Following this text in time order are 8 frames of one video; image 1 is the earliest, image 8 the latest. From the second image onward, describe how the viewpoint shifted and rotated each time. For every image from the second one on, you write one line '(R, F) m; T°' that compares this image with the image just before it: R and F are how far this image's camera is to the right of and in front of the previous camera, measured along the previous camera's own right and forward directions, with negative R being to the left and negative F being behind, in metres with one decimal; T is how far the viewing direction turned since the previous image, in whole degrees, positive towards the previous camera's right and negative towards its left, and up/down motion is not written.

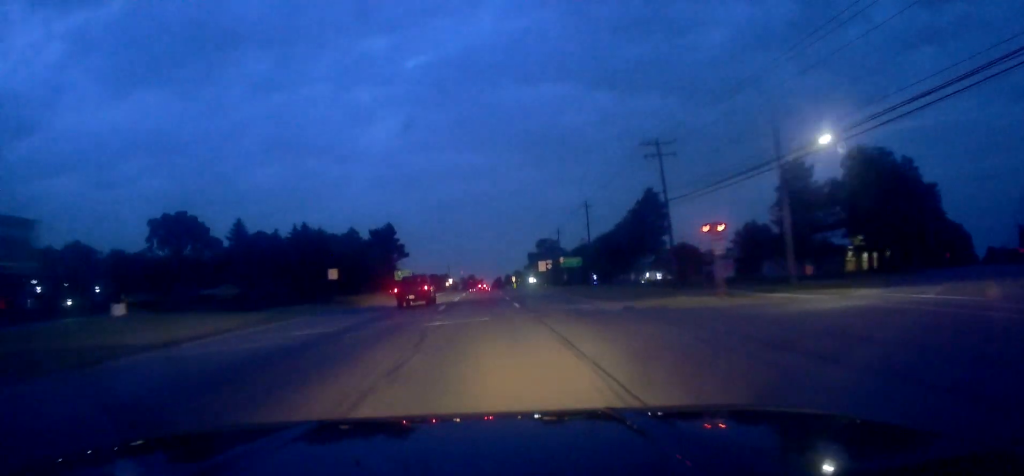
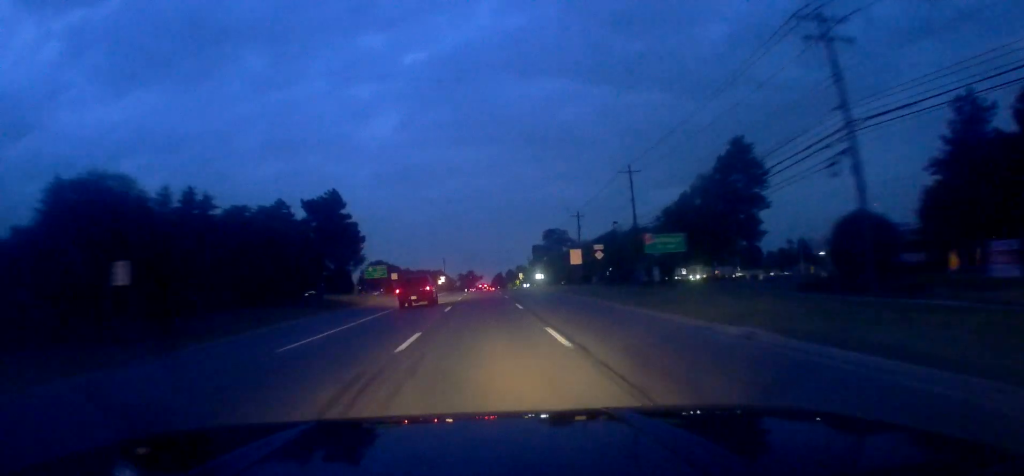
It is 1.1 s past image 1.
(-0.3, +27.8) m; 0°
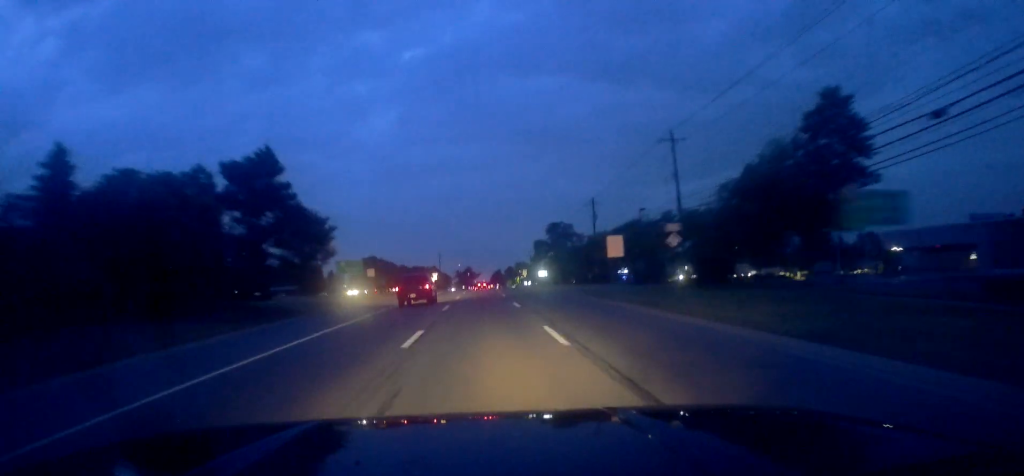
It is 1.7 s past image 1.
(+0.2, +15.0) m; +1°
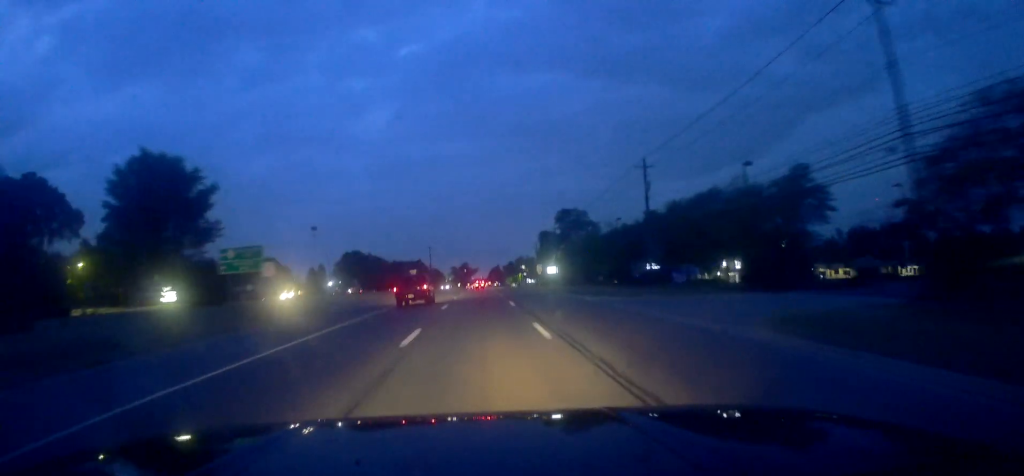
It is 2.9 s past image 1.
(+0.1, +28.9) m; +1°
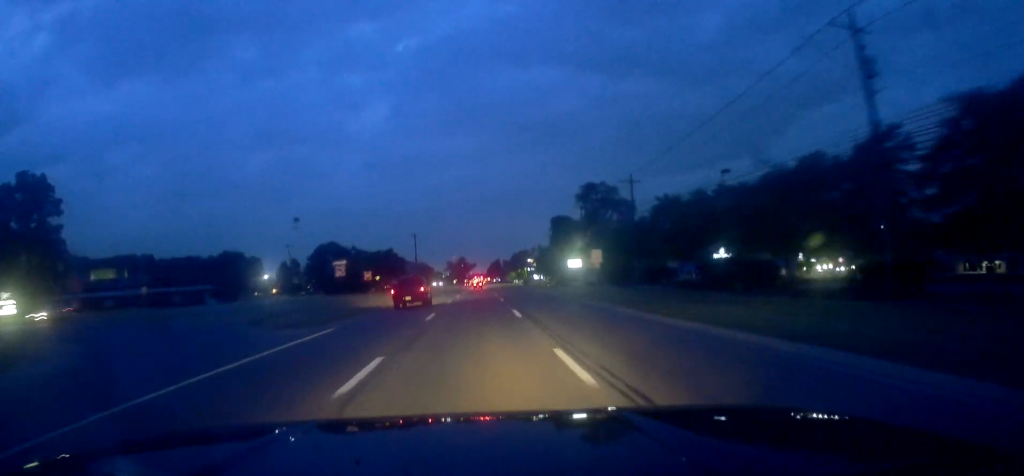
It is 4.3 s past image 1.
(+0.5, +36.4) m; -1°
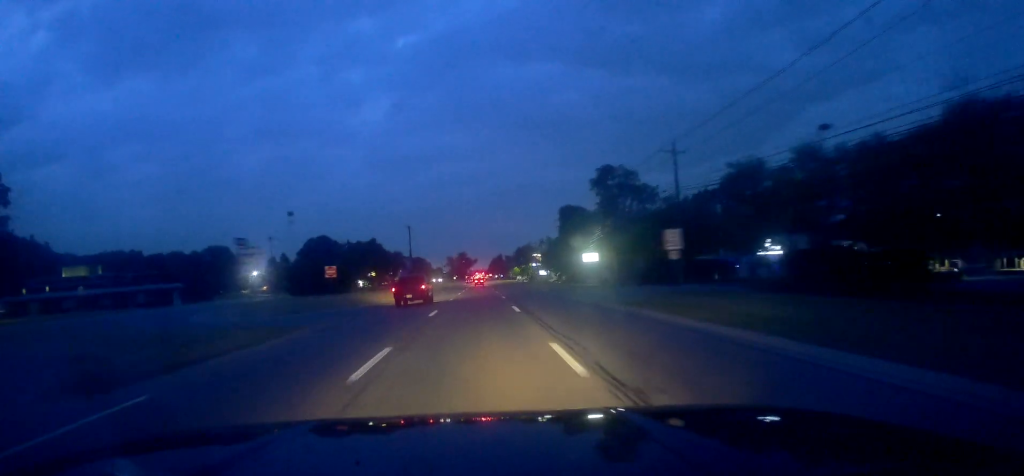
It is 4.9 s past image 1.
(-0.2, +14.2) m; -1°
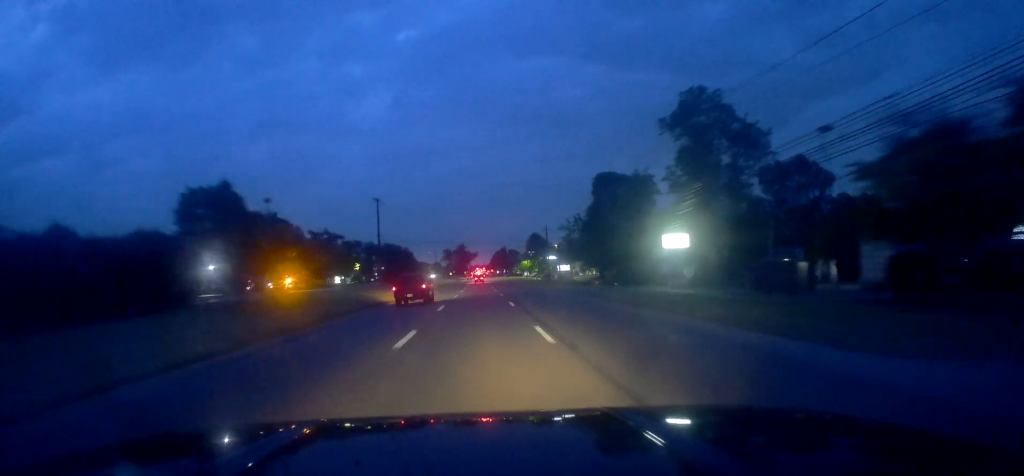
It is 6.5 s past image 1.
(-0.5, +41.3) m; +1°
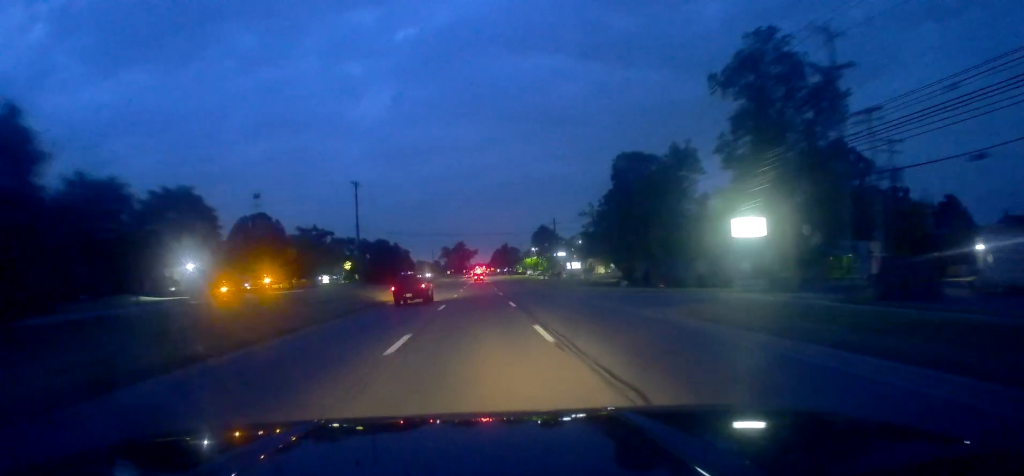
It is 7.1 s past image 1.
(+0.2, +15.3) m; +1°
